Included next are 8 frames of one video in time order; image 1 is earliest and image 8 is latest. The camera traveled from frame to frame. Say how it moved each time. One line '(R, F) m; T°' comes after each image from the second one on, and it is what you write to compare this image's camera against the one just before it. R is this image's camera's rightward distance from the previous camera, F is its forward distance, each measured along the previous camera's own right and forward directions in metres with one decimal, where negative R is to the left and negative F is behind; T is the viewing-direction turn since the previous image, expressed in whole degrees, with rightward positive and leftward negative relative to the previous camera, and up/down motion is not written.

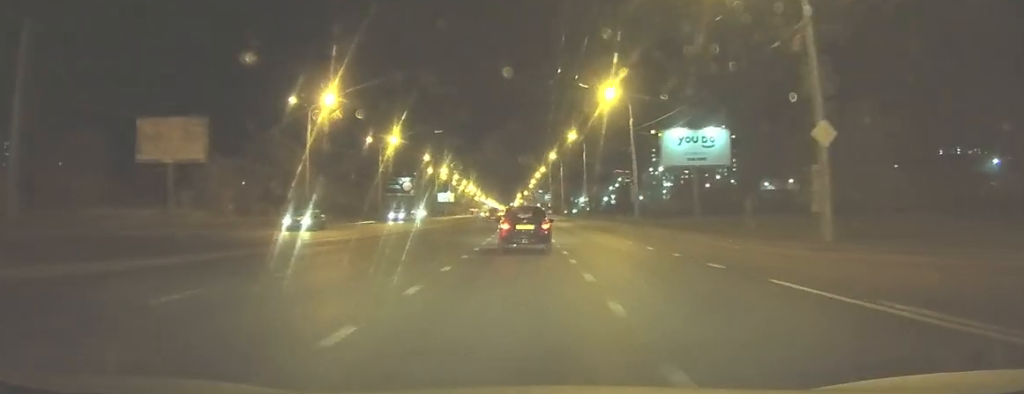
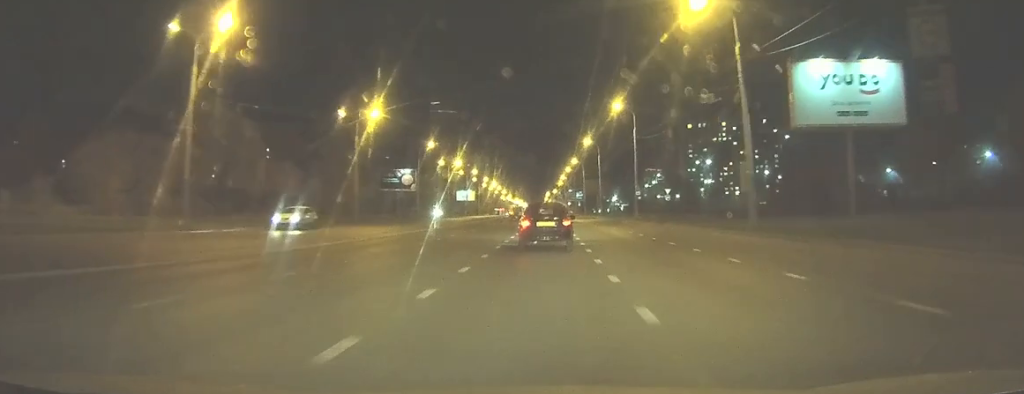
(-1.3, +25.2) m; -4°
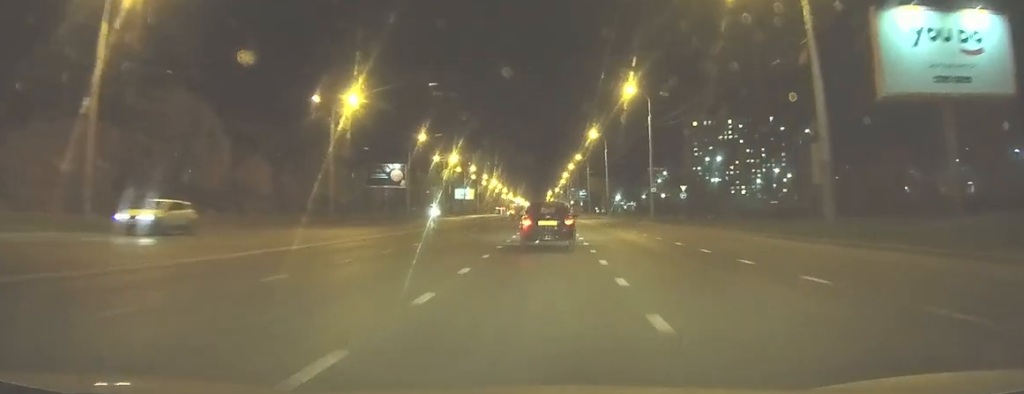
(0.0, +8.6) m; 0°
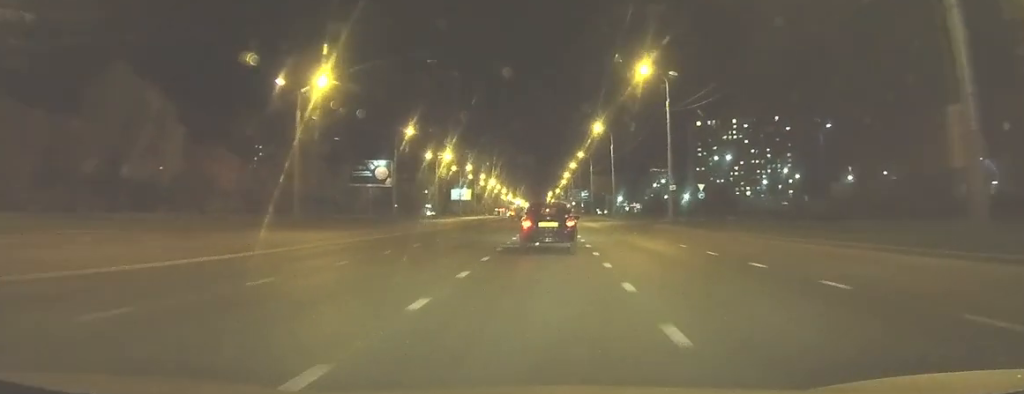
(0.0, +8.6) m; 0°
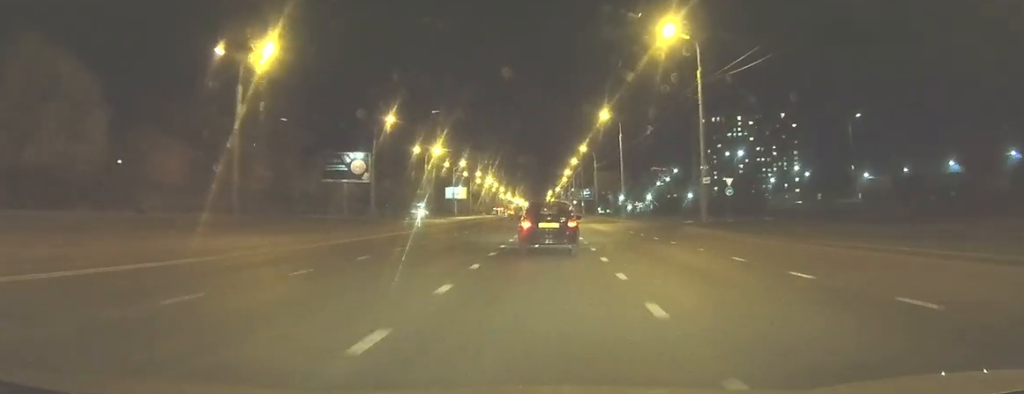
(0.0, +10.3) m; 0°
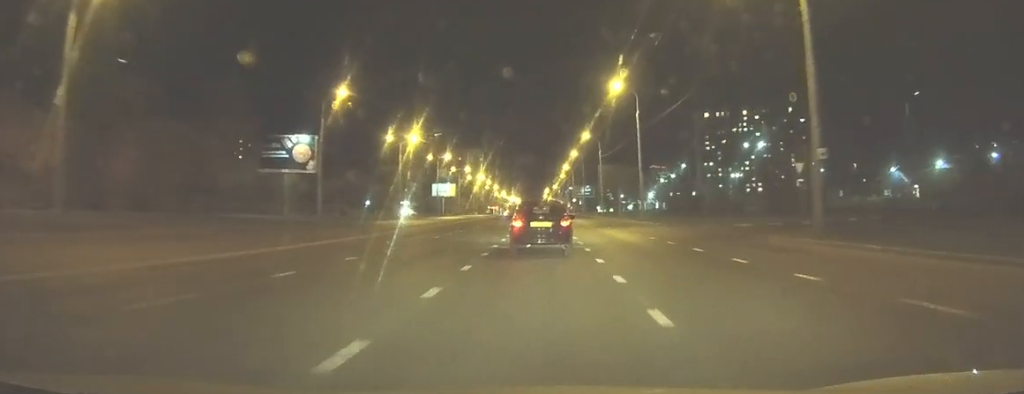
(+0.1, +16.9) m; +1°
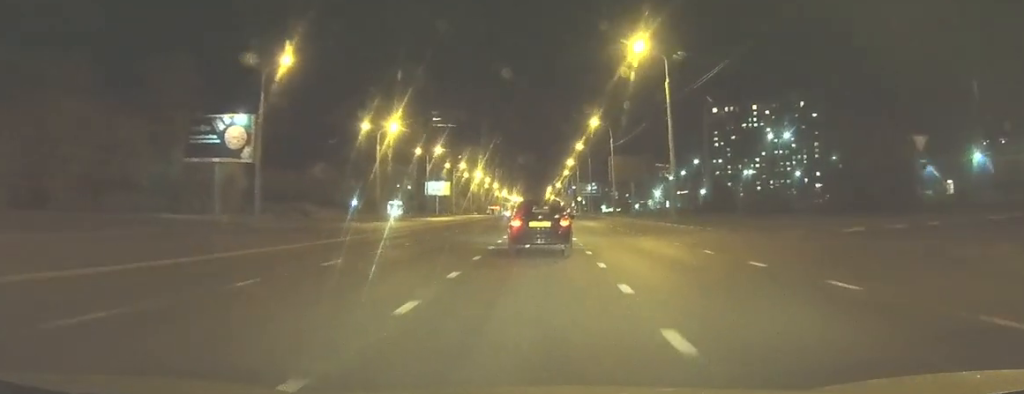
(+0.1, +13.9) m; 0°
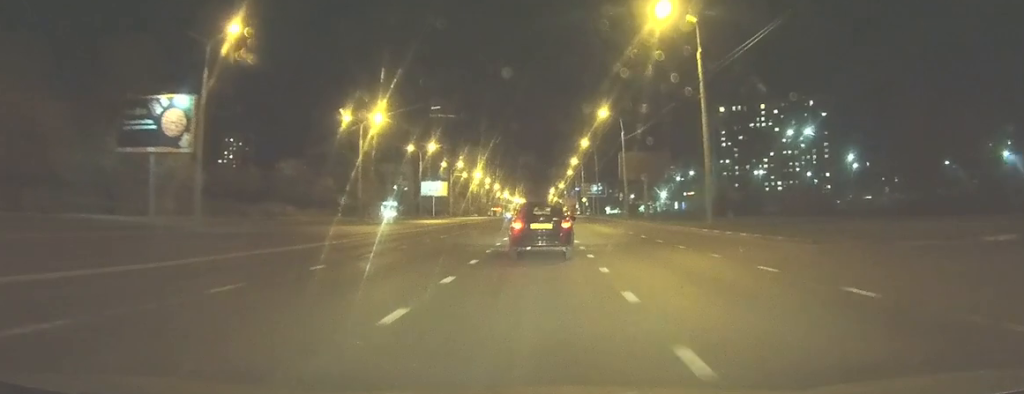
(0.0, +8.9) m; 0°
